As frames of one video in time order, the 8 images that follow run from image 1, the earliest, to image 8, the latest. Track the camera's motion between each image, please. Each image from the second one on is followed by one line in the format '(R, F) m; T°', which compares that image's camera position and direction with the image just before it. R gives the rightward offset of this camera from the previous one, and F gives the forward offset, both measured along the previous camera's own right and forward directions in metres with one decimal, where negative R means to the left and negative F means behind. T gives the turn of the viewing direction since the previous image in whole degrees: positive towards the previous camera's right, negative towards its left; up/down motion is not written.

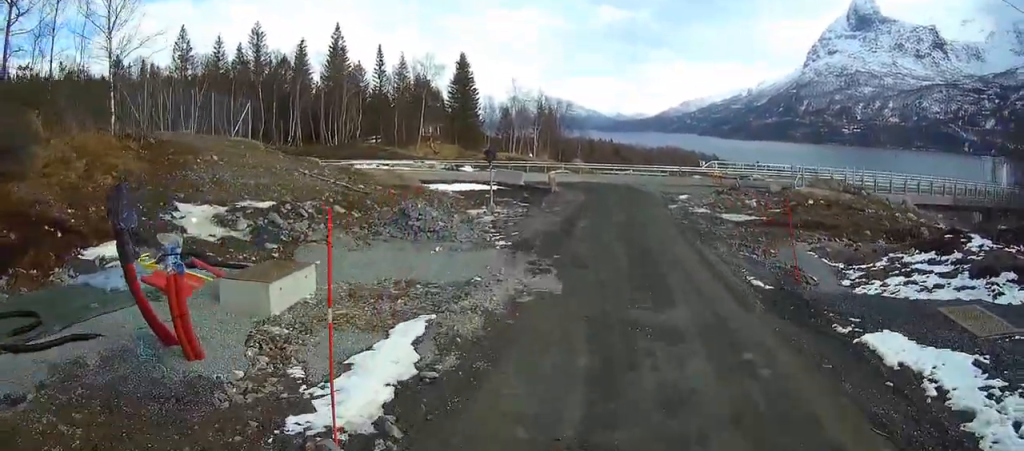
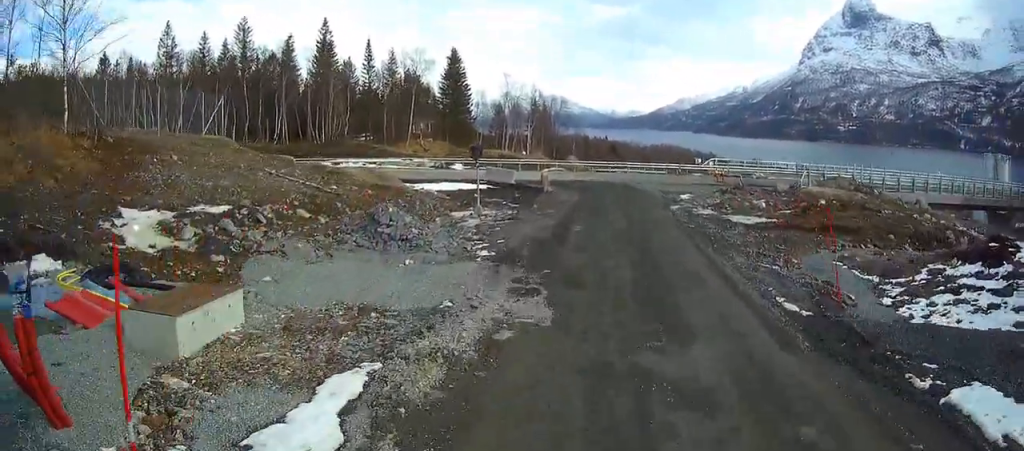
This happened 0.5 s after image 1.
(0.0, +3.1) m; -1°
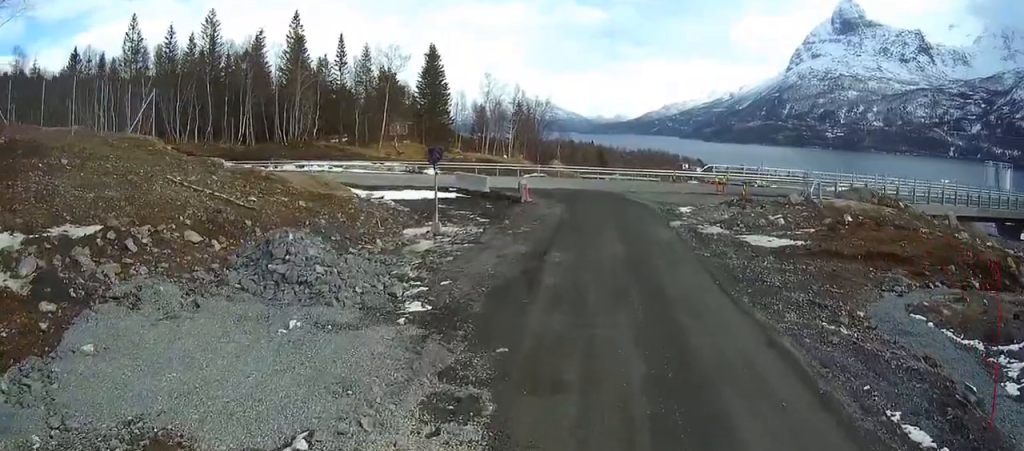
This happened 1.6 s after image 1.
(-0.1, +5.7) m; +2°
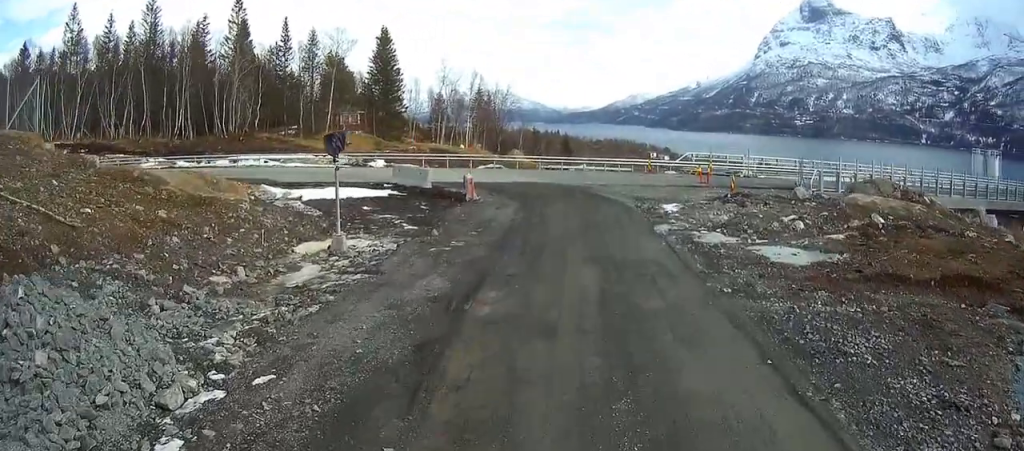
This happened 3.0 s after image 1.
(+0.4, +6.9) m; +3°
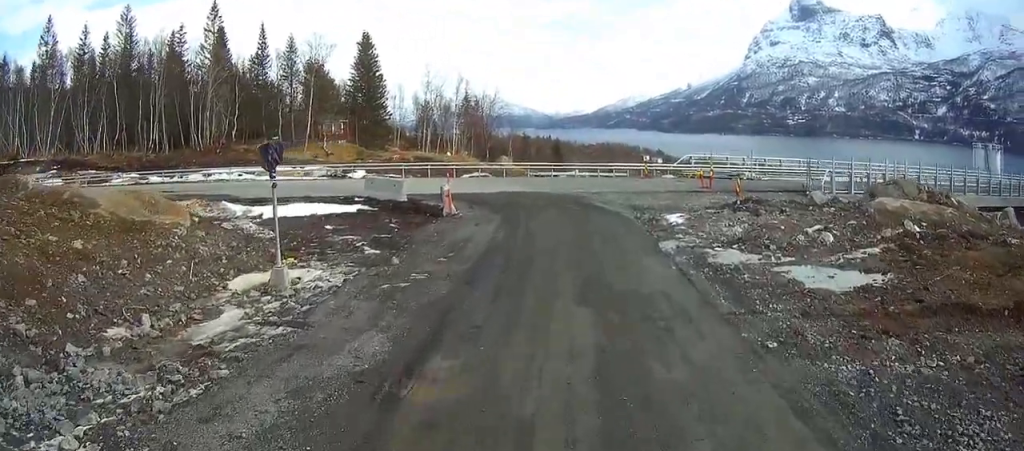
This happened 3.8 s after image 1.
(0.0, +3.3) m; +1°
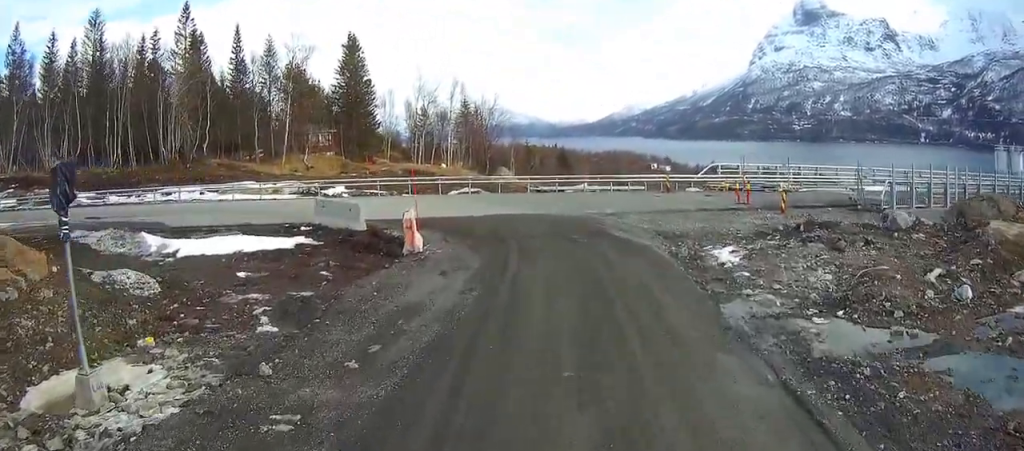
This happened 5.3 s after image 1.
(+0.1, +6.7) m; -2°
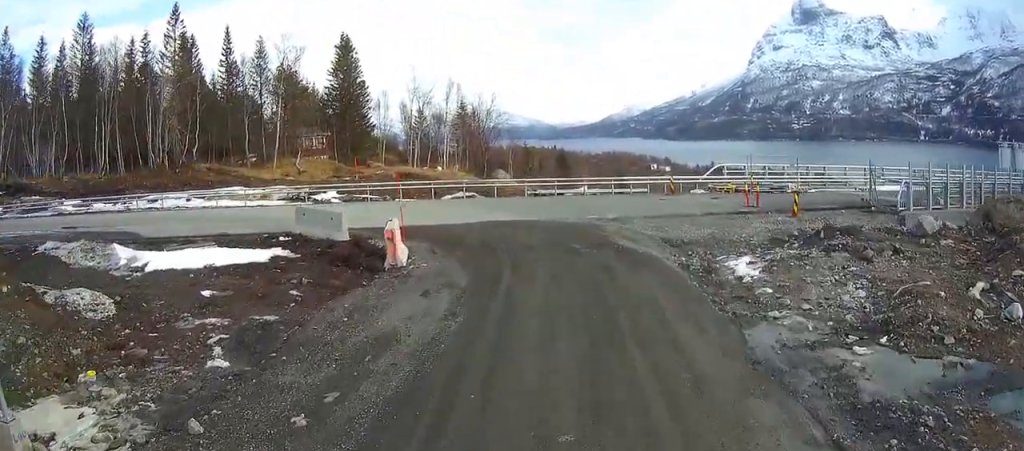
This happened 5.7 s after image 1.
(0.0, +1.6) m; -1°
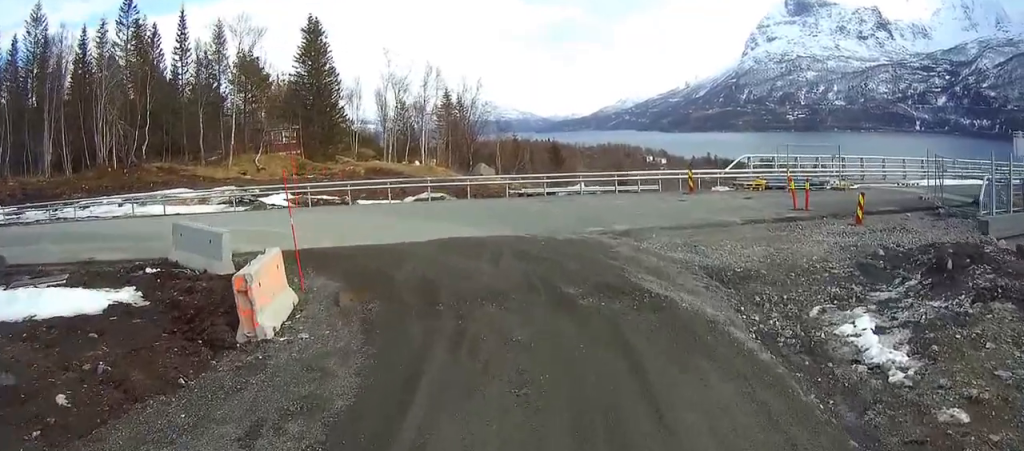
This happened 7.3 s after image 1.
(-0.4, +6.4) m; -2°
